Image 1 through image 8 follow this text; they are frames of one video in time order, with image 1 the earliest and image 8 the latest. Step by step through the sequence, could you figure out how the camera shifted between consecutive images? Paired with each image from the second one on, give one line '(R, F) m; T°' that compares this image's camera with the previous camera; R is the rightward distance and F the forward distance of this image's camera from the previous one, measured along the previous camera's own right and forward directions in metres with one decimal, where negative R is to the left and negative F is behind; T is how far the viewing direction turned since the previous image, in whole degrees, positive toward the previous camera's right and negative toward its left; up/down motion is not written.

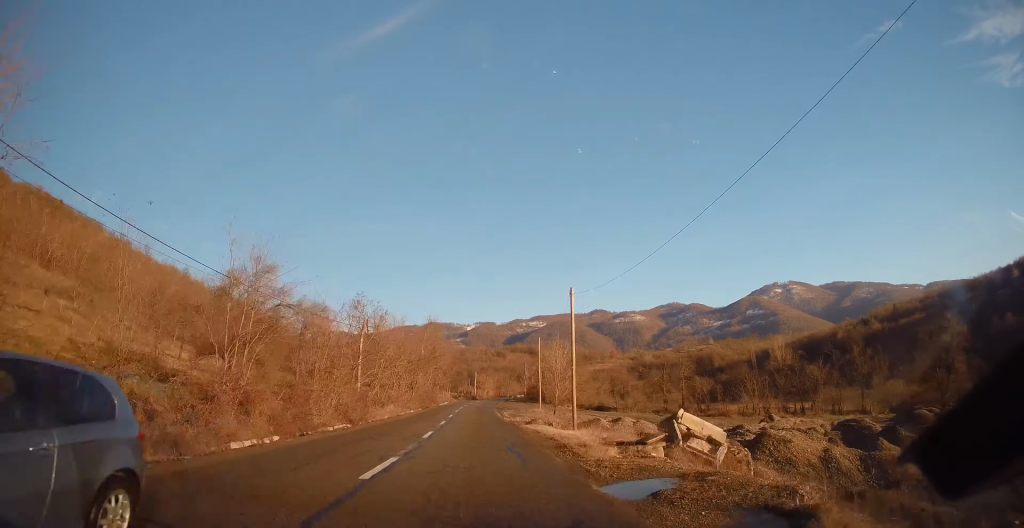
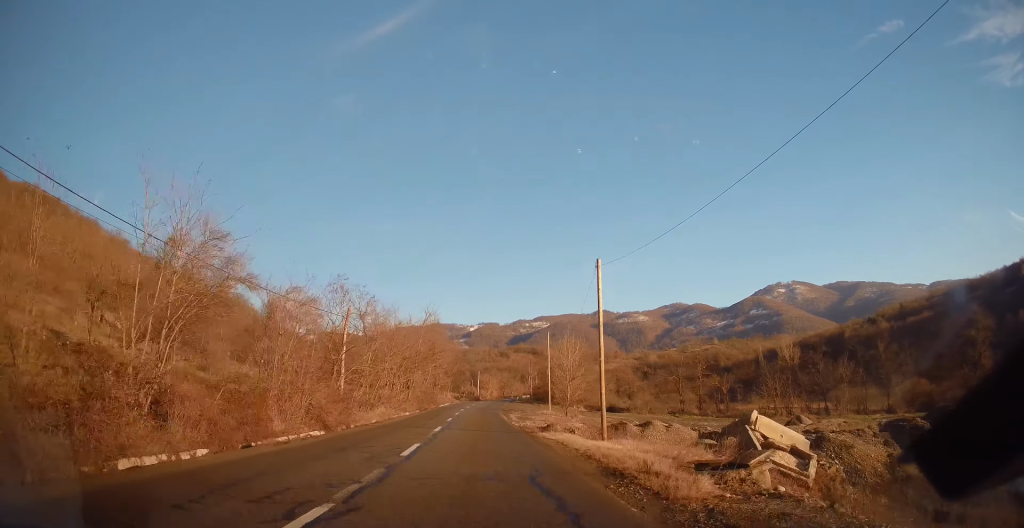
(-0.2, +5.6) m; 0°
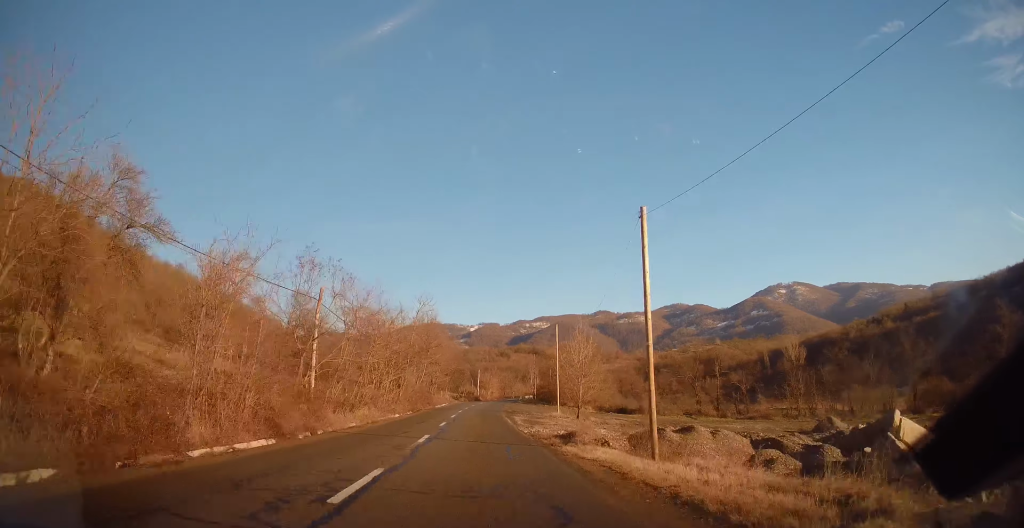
(-0.1, +5.8) m; 0°
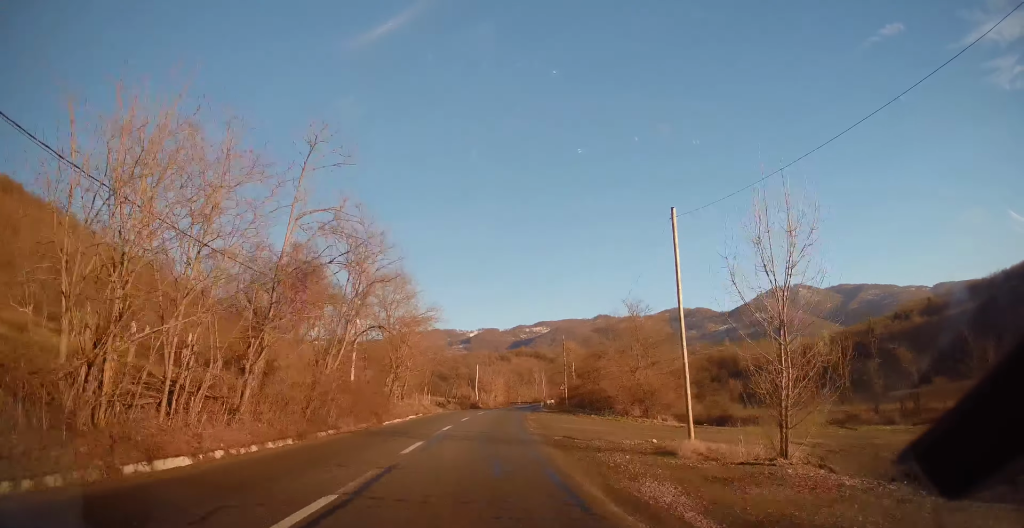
(+1.2, +30.8) m; +2°
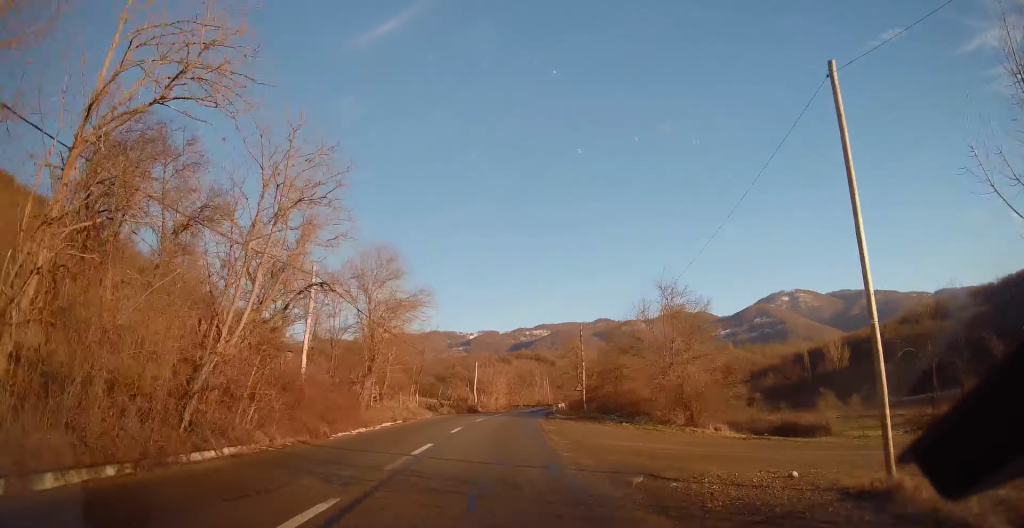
(-0.1, +9.1) m; 0°
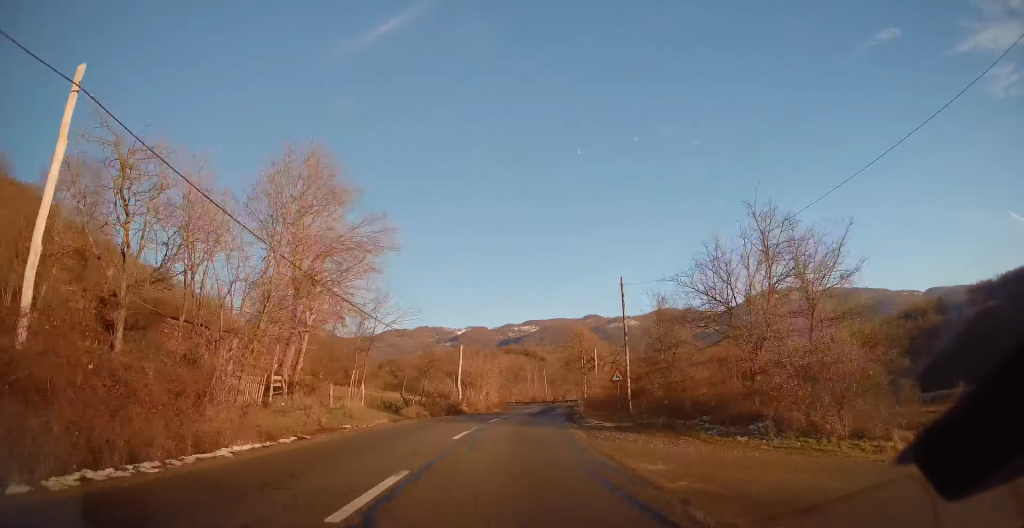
(0.0, +15.3) m; +1°
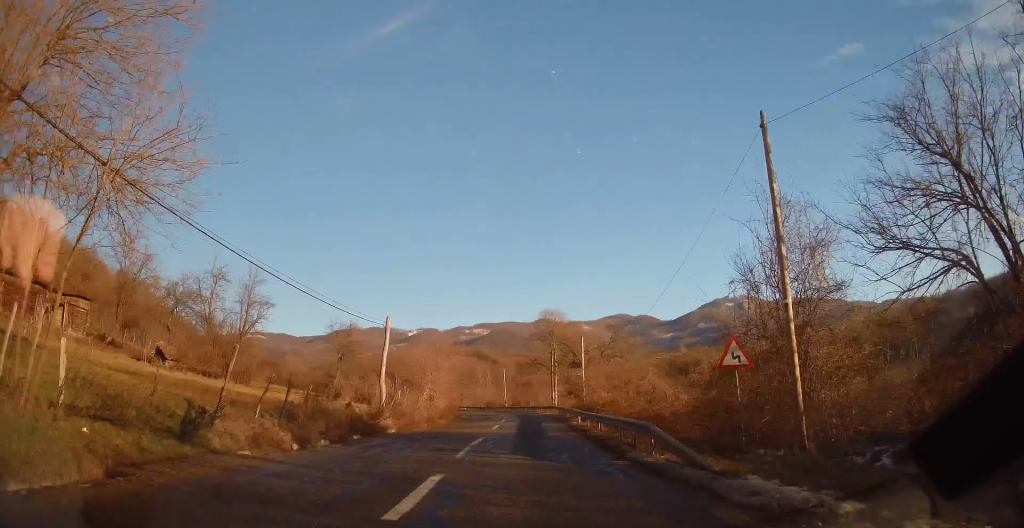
(+0.7, +17.5) m; +6°
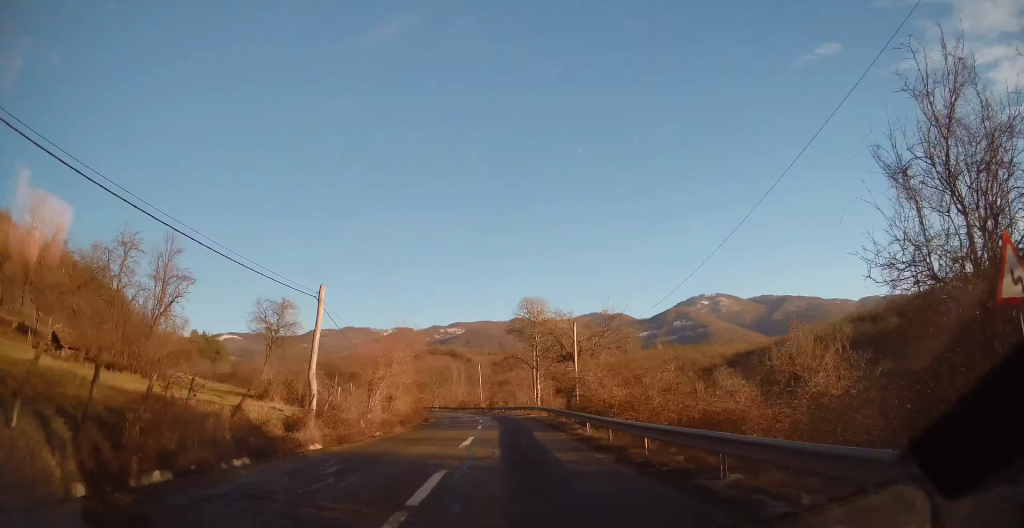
(+0.4, +8.1) m; +3°
